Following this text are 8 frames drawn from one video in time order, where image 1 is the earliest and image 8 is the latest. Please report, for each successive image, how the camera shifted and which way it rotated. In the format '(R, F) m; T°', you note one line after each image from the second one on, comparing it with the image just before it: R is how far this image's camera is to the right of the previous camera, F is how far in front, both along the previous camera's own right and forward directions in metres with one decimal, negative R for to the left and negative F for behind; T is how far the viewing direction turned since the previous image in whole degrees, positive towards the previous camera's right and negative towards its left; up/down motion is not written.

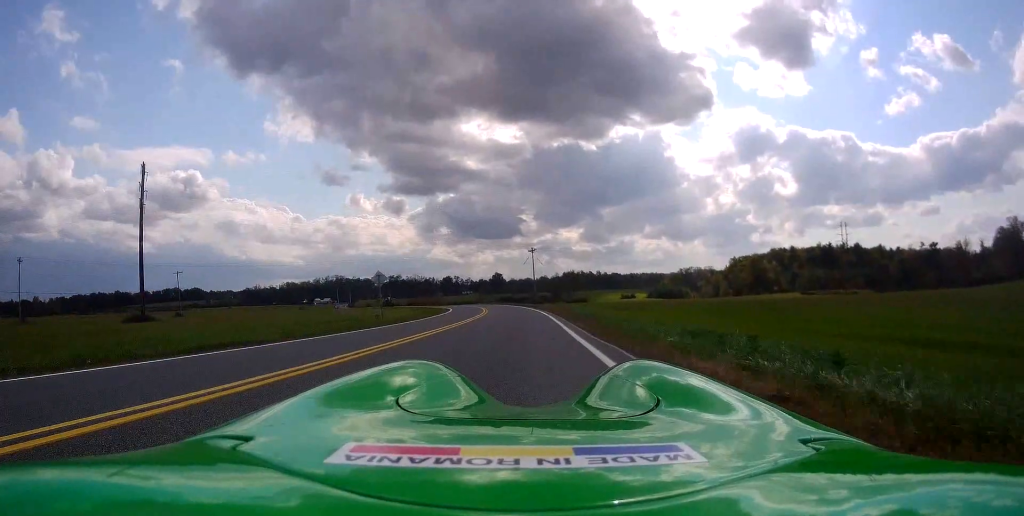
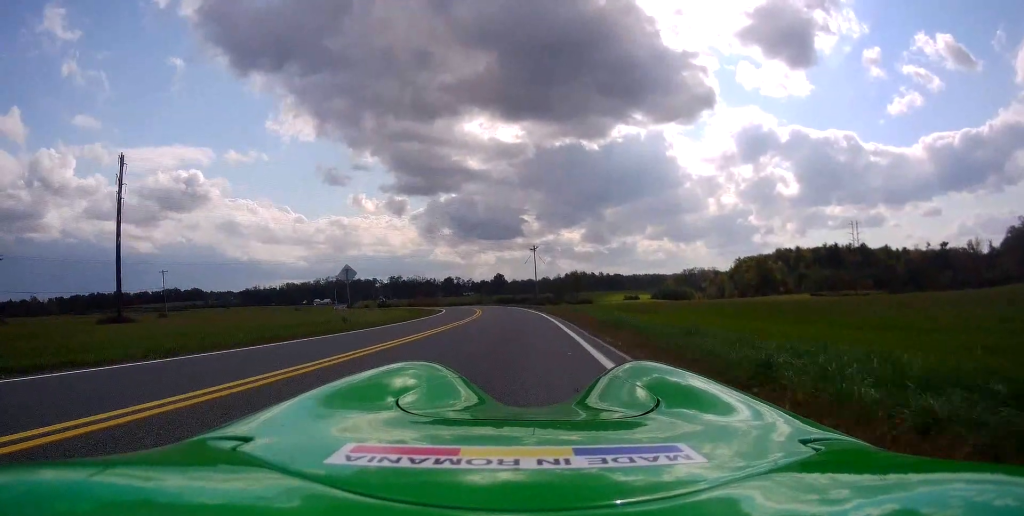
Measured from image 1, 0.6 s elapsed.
(0.0, +6.3) m; 0°
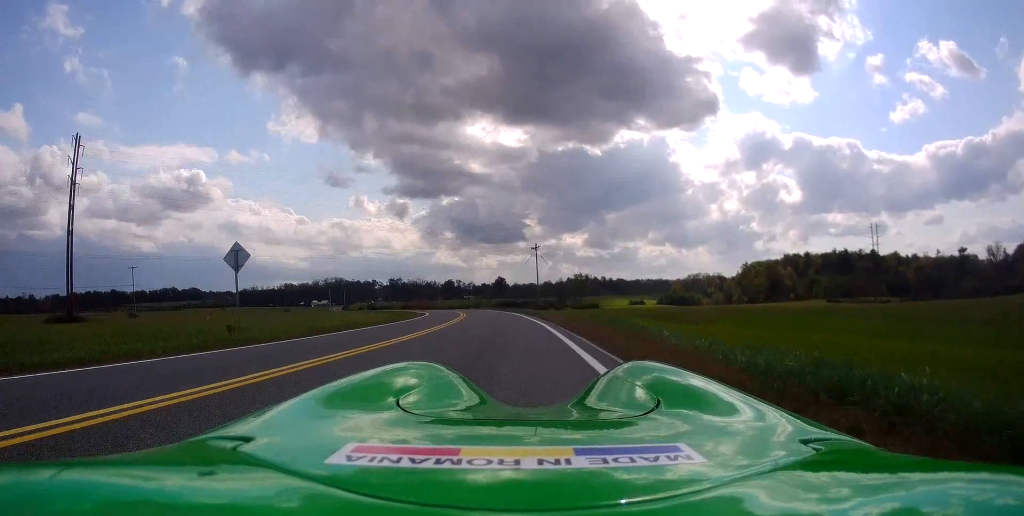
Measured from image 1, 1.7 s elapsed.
(-0.3, +11.9) m; -1°
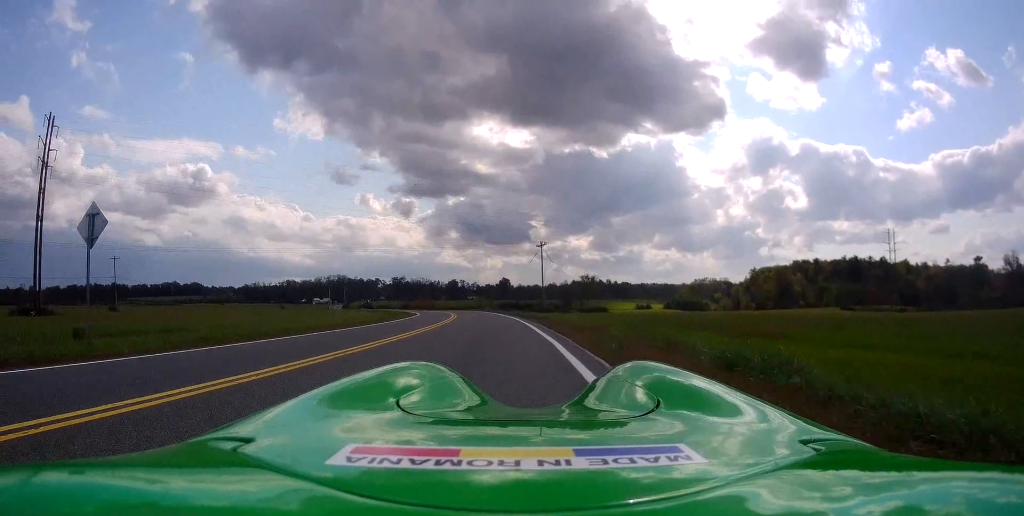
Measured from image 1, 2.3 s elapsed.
(-0.1, +7.4) m; 0°
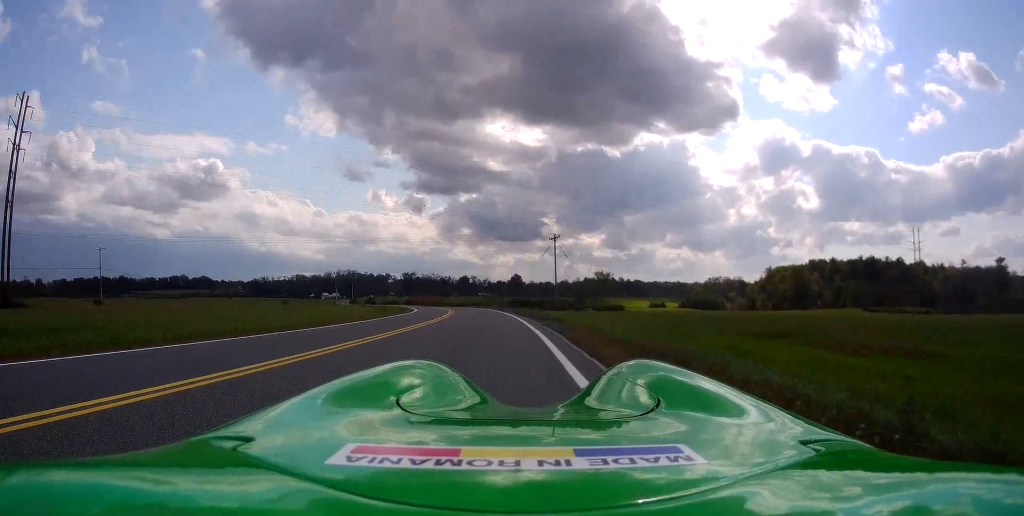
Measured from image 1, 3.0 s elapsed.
(+0.1, +8.0) m; 0°
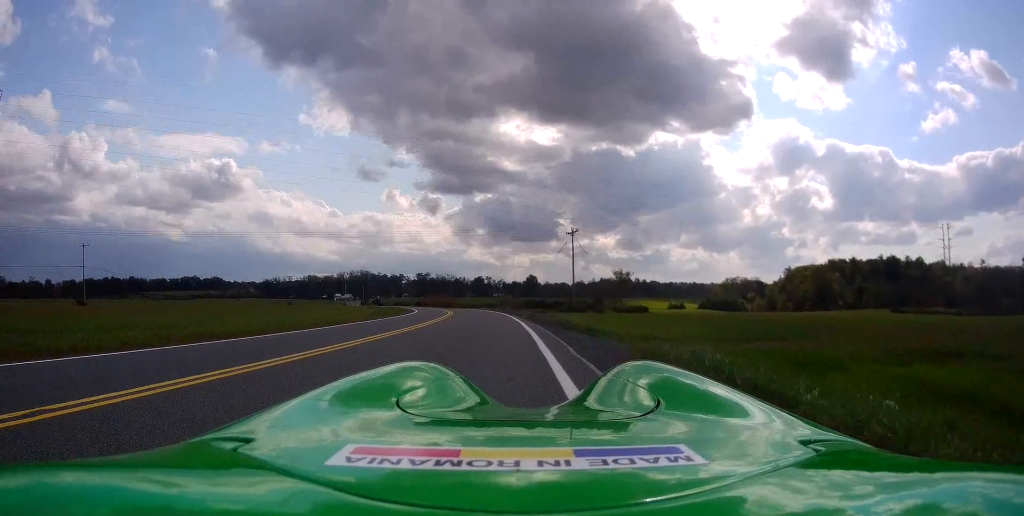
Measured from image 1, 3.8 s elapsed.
(-0.1, +8.5) m; -1°
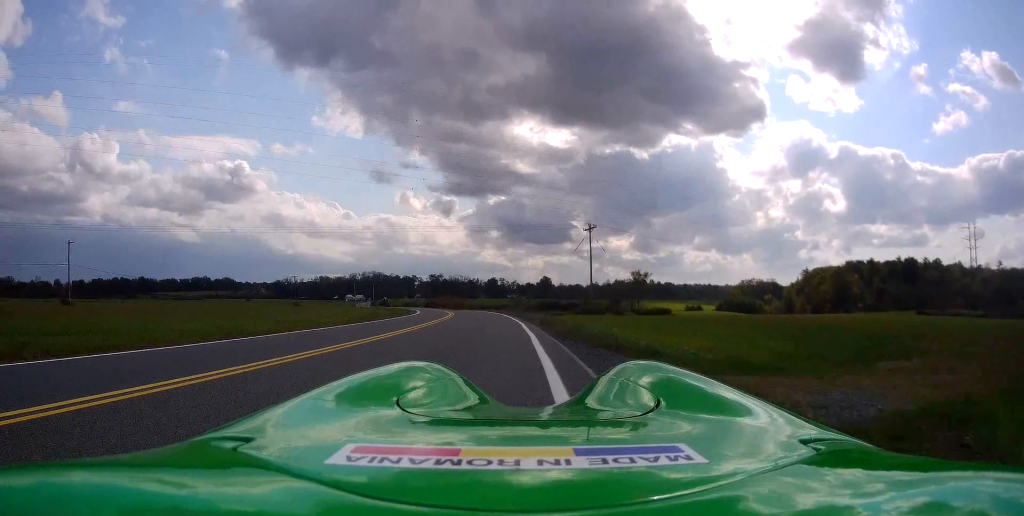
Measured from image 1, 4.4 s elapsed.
(0.0, +7.1) m; -1°
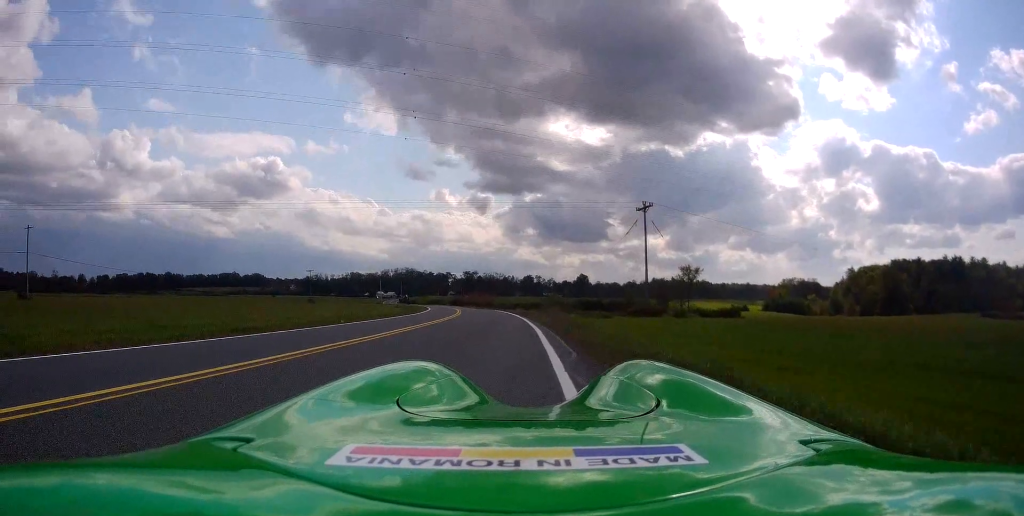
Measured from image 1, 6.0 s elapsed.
(-0.3, +17.7) m; -3°
